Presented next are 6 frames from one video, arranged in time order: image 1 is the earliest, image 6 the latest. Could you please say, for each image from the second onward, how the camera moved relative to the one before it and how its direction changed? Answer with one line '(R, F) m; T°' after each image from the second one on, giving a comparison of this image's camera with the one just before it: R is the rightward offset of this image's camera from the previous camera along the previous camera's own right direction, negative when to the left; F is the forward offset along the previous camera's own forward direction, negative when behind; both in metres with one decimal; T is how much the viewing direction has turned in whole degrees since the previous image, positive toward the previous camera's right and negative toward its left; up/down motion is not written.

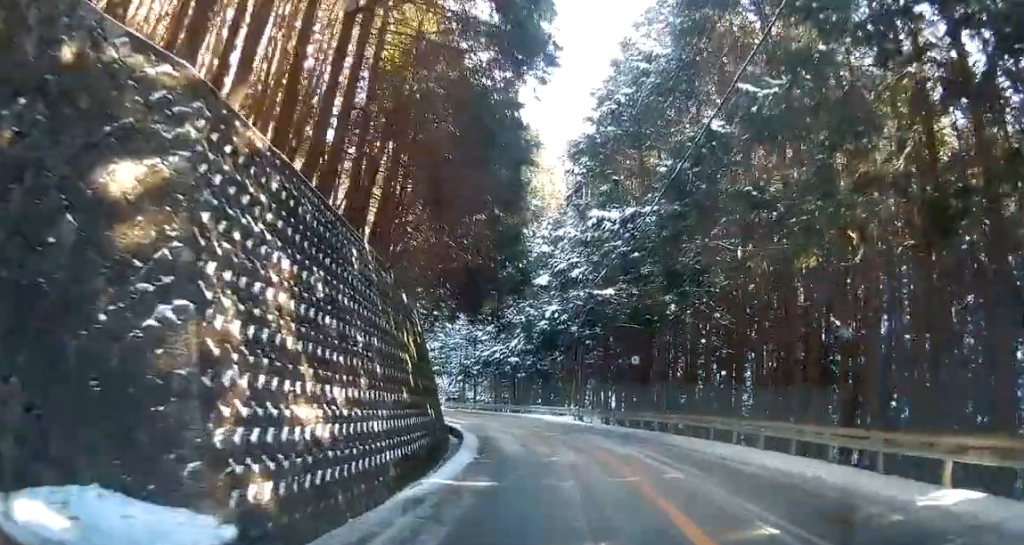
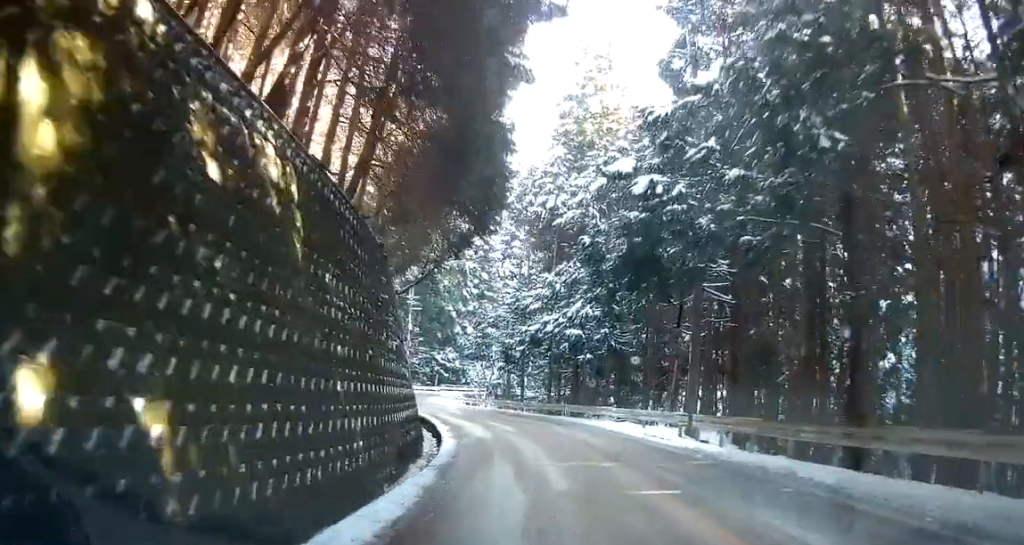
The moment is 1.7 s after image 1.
(-1.3, +14.6) m; -7°
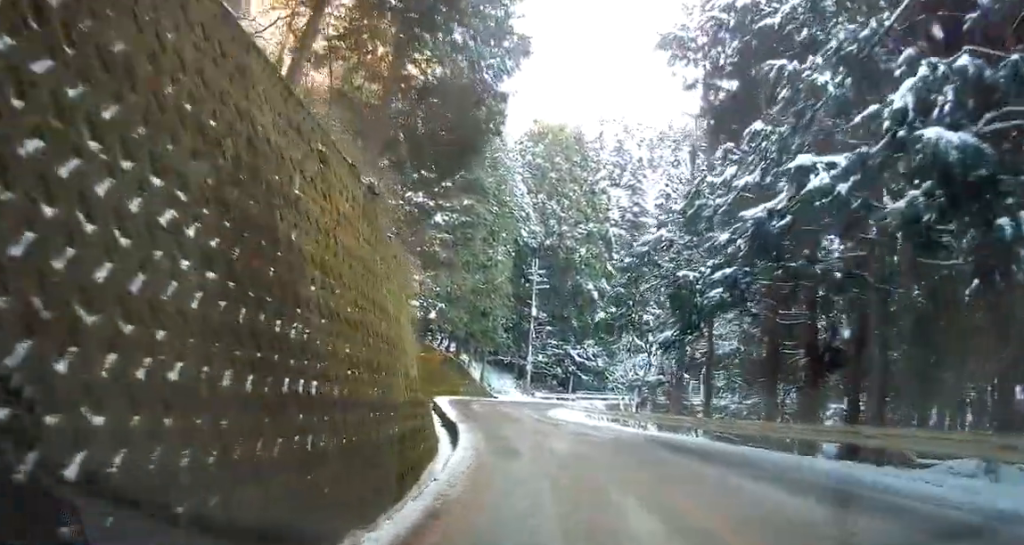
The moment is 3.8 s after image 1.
(-2.8, +17.5) m; -21°
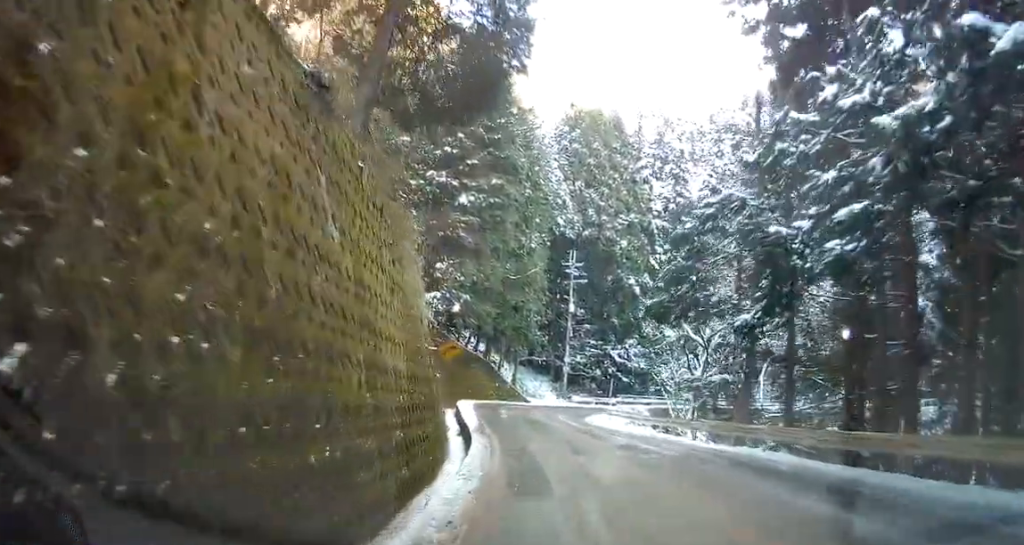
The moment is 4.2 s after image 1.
(-0.2, +3.6) m; -4°
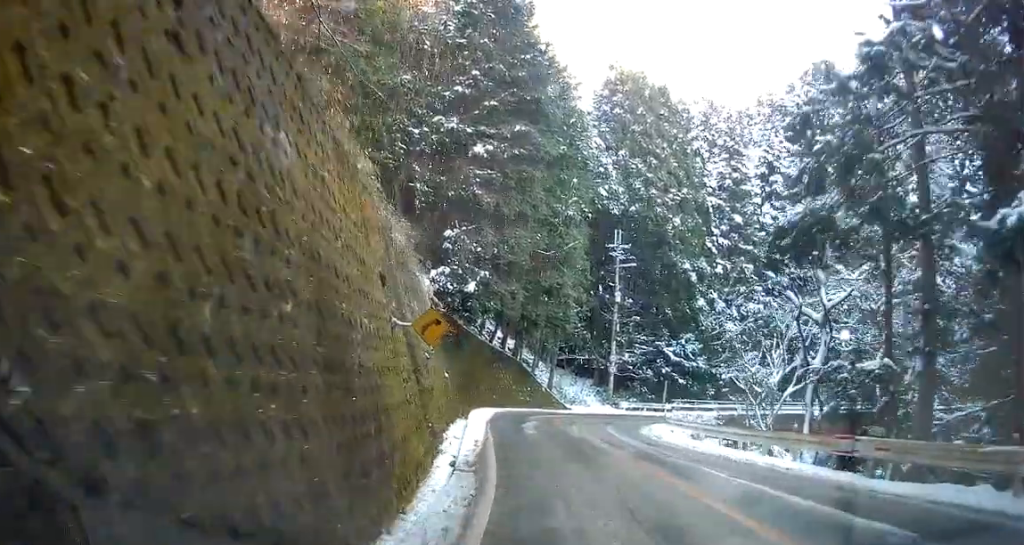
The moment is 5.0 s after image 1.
(+0.2, +6.6) m; -6°
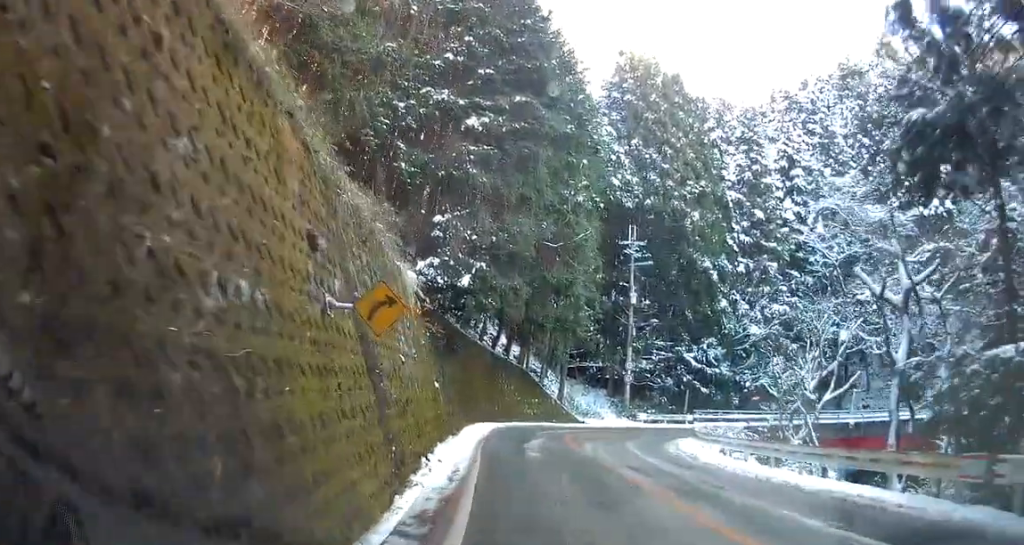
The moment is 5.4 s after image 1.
(-0.4, +3.0) m; 0°
